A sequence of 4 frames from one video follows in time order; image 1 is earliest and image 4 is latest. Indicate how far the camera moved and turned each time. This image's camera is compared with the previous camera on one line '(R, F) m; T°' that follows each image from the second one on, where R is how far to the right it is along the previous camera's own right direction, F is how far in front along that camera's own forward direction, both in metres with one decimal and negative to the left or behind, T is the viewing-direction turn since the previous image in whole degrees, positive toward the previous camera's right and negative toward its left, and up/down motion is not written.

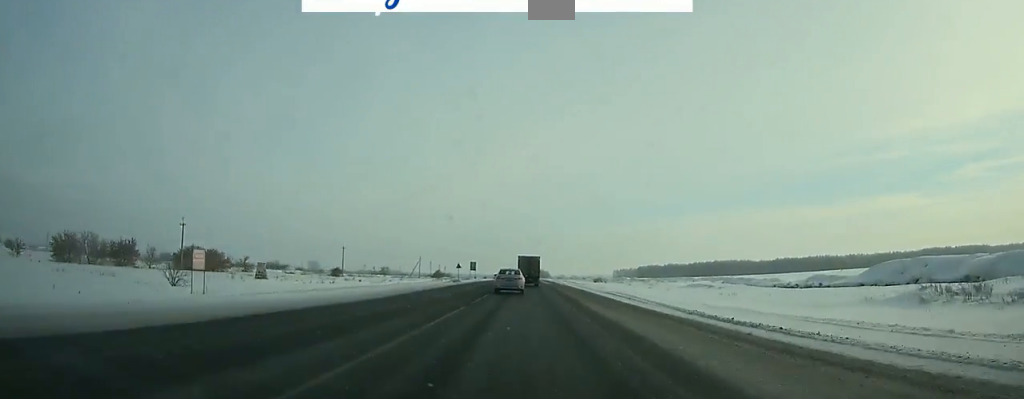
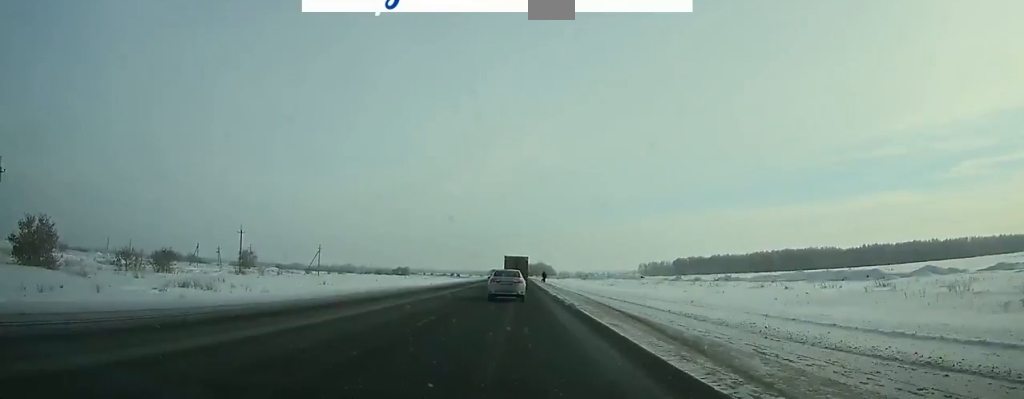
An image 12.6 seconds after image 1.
(+1.5, +248.9) m; 0°
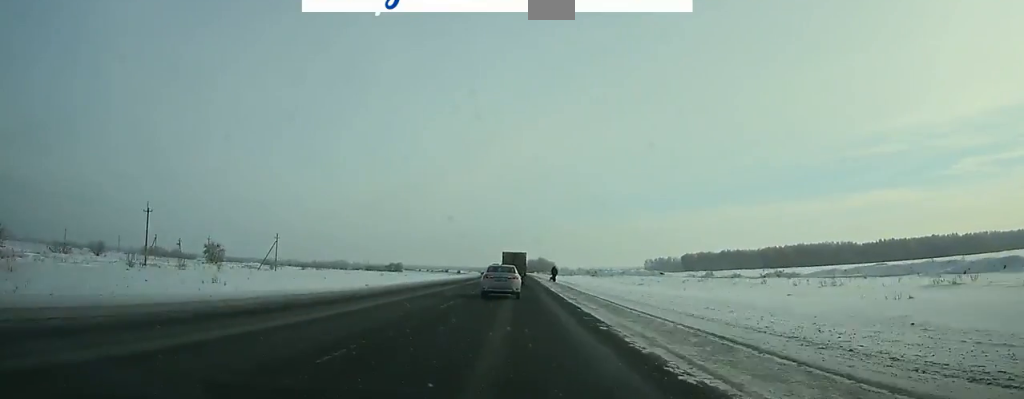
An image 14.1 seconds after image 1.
(0.0, +30.2) m; 0°
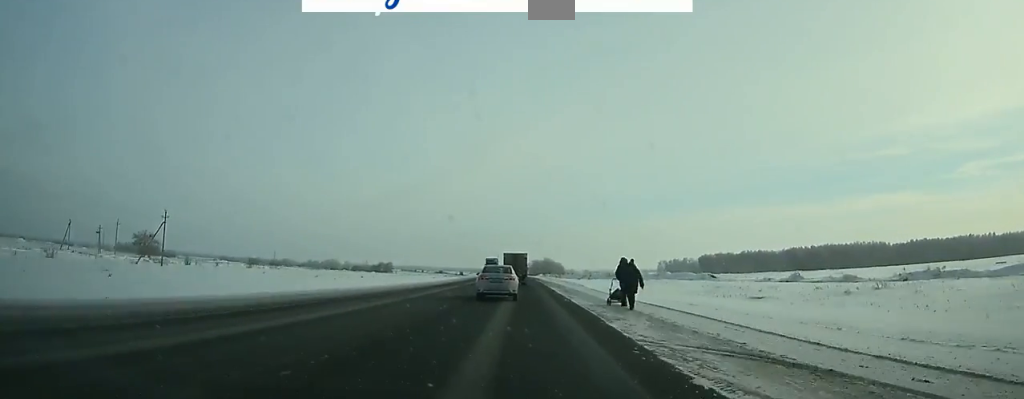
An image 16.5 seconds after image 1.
(-0.2, +48.5) m; -1°
